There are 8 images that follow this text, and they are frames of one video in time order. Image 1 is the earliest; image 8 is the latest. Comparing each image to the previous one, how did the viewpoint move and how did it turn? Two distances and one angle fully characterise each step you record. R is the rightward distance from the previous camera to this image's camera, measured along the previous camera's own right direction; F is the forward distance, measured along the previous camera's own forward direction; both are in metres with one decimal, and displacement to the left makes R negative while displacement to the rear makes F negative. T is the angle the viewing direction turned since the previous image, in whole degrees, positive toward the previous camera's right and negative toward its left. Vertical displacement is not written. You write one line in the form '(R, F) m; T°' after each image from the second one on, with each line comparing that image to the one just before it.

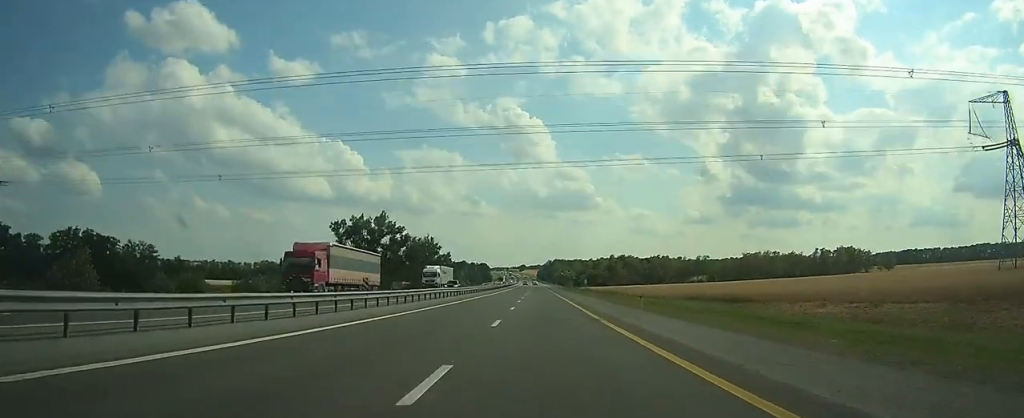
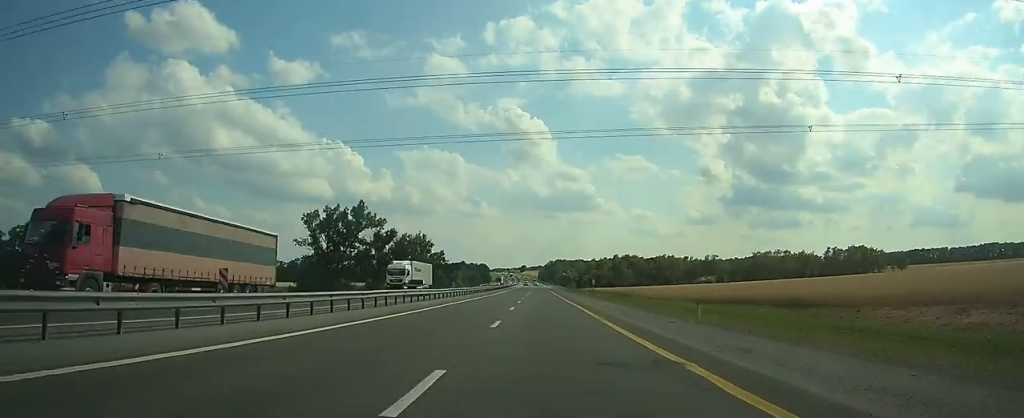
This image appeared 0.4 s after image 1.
(0.0, +12.8) m; 0°
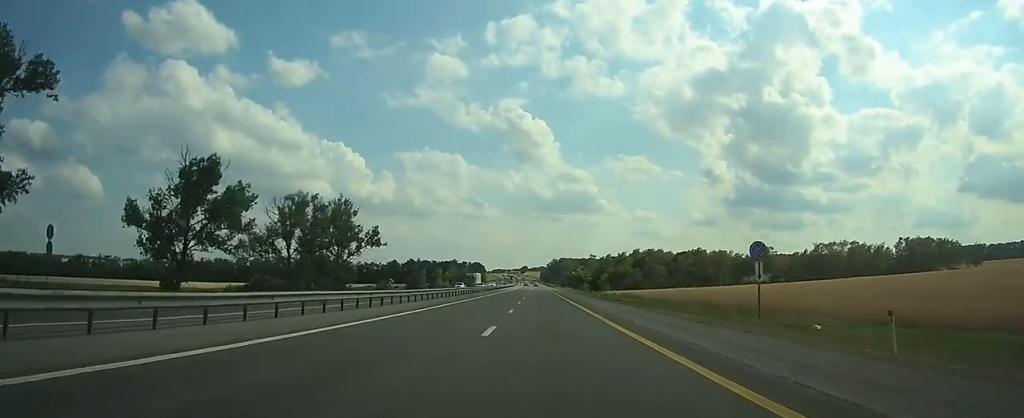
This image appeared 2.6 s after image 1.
(-0.4, +63.4) m; -1°
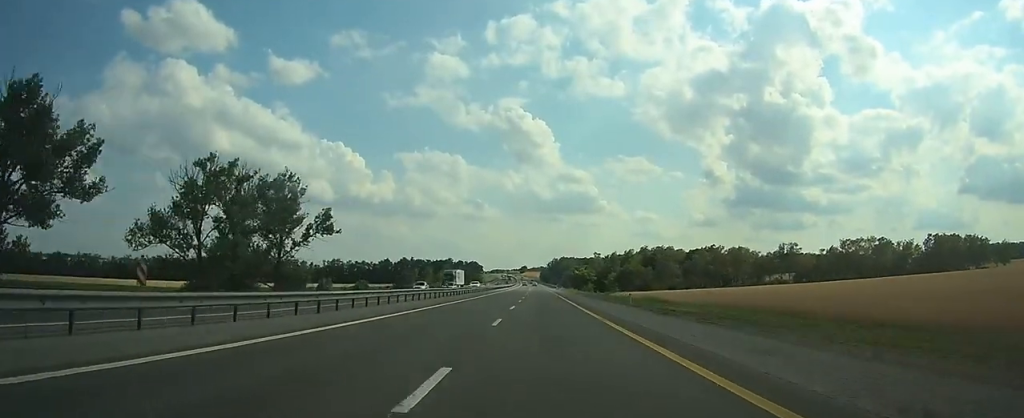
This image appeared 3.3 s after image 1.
(0.0, +20.4) m; 0°
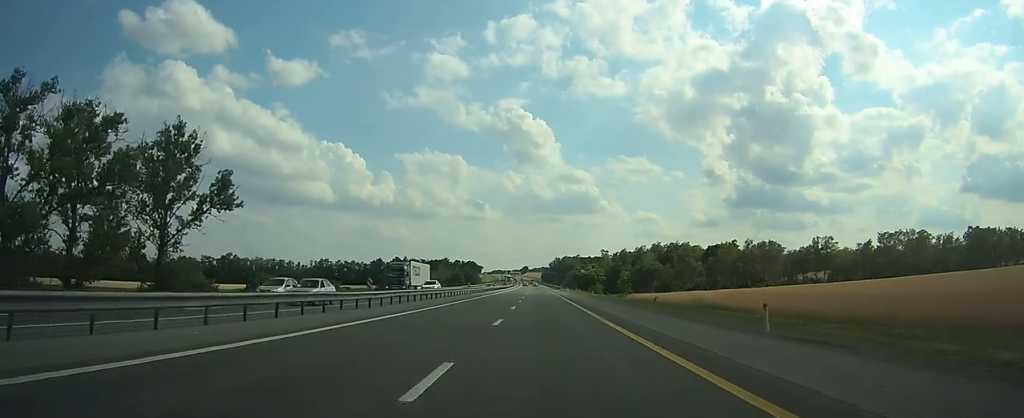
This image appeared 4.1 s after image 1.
(0.0, +23.3) m; 0°
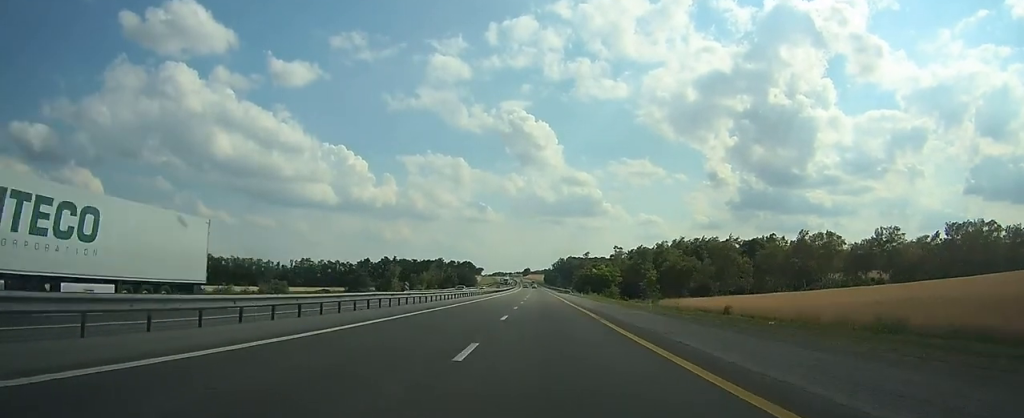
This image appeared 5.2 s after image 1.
(-0.1, +32.1) m; 0°
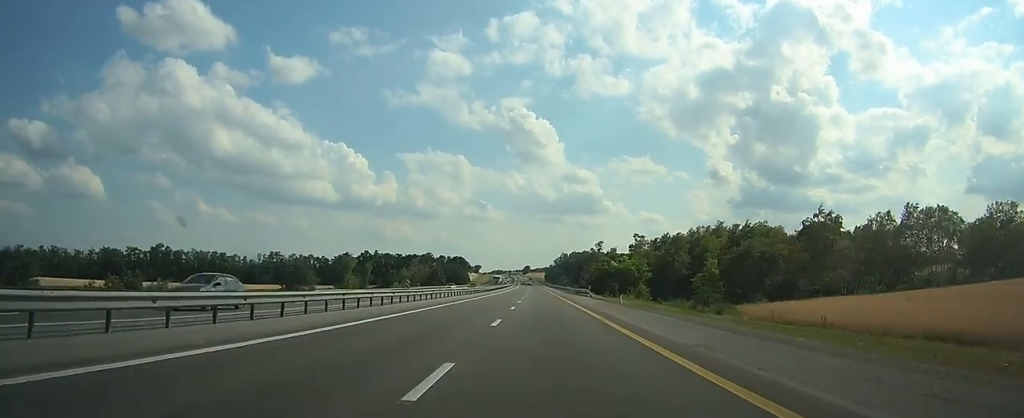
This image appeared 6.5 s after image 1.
(-0.1, +39.0) m; 0°
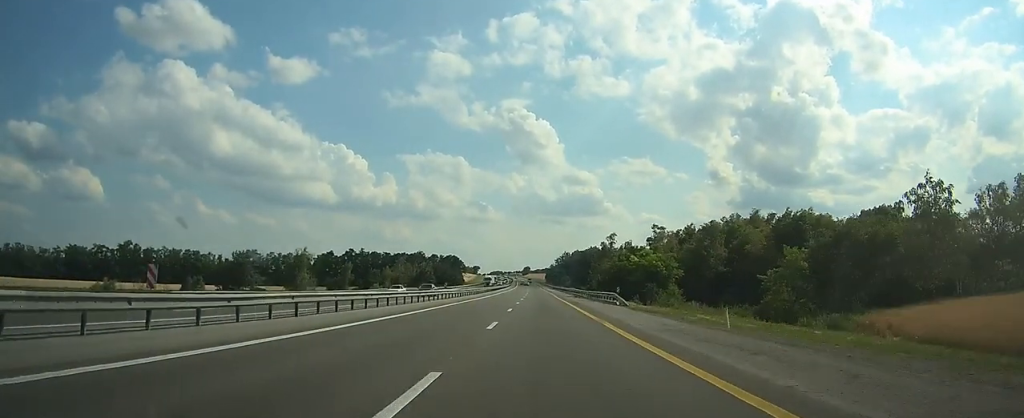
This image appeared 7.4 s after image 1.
(0.0, +24.4) m; 0°
